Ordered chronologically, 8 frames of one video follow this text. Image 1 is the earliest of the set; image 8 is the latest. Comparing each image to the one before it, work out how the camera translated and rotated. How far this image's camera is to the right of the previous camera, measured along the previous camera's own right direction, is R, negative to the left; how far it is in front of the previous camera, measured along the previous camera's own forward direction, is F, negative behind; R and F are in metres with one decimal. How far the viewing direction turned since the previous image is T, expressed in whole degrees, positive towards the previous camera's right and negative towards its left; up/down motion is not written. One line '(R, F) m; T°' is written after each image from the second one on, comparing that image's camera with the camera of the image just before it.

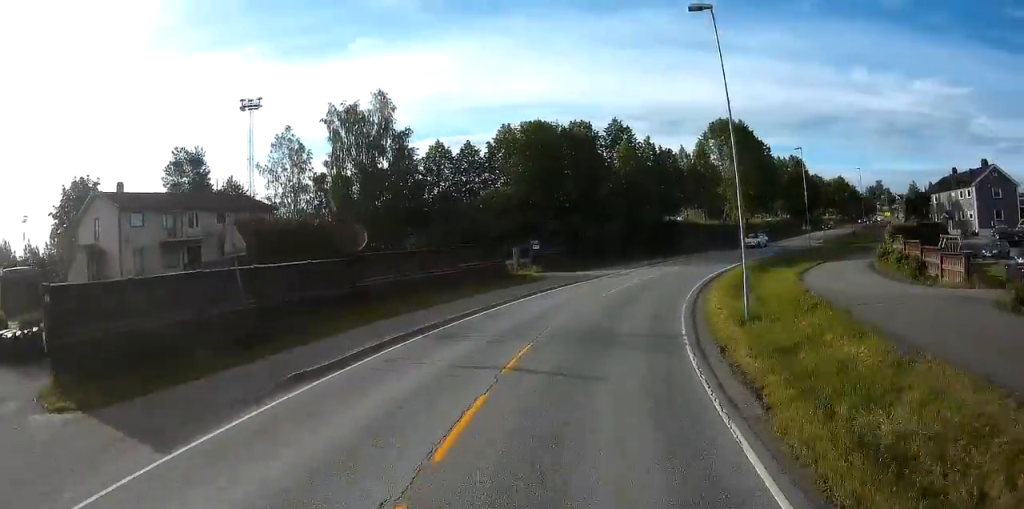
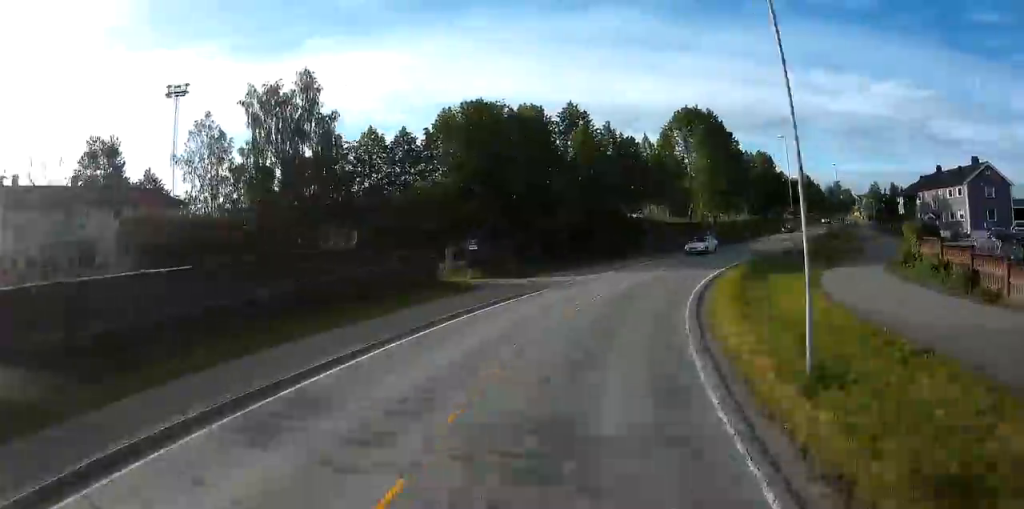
(+0.3, +7.3) m; +5°
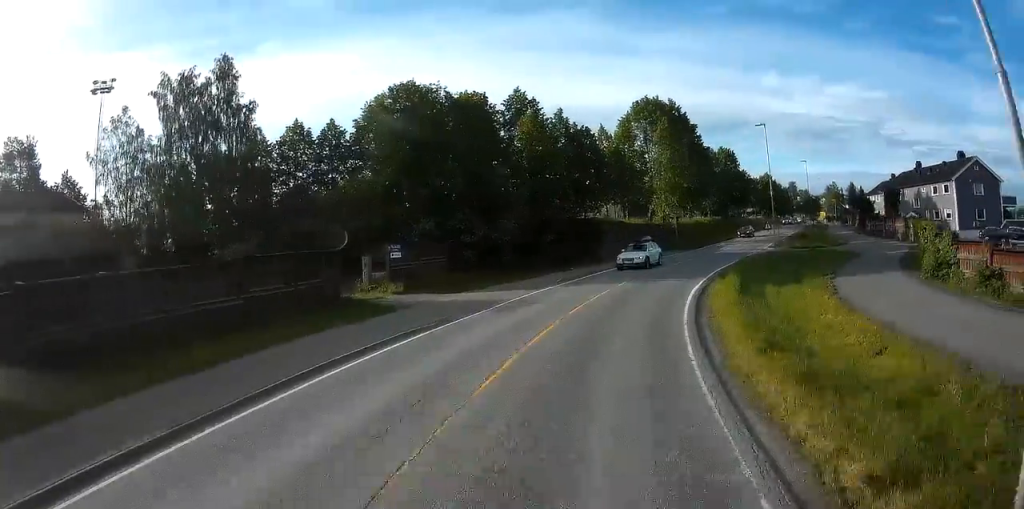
(+0.1, +6.2) m; +4°
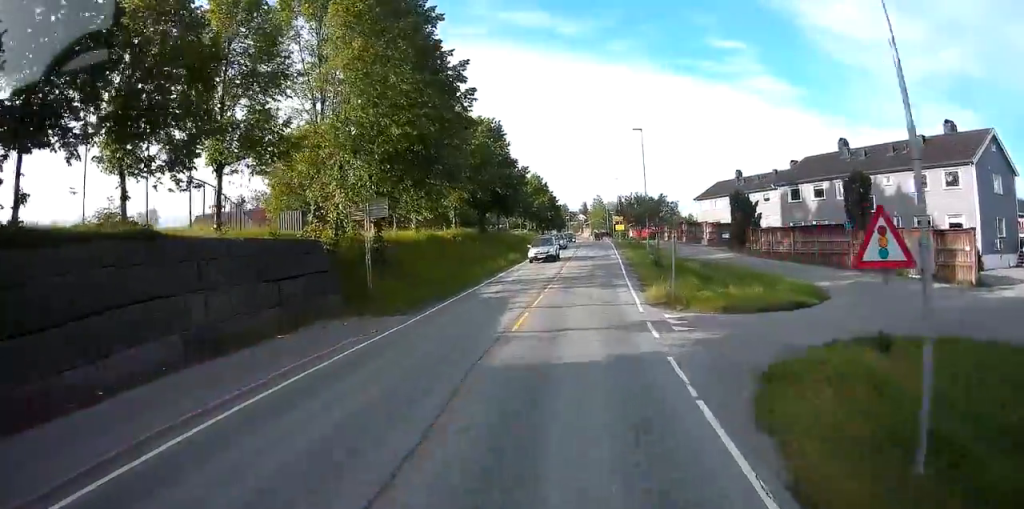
(+9.6, +36.3) m; +26°
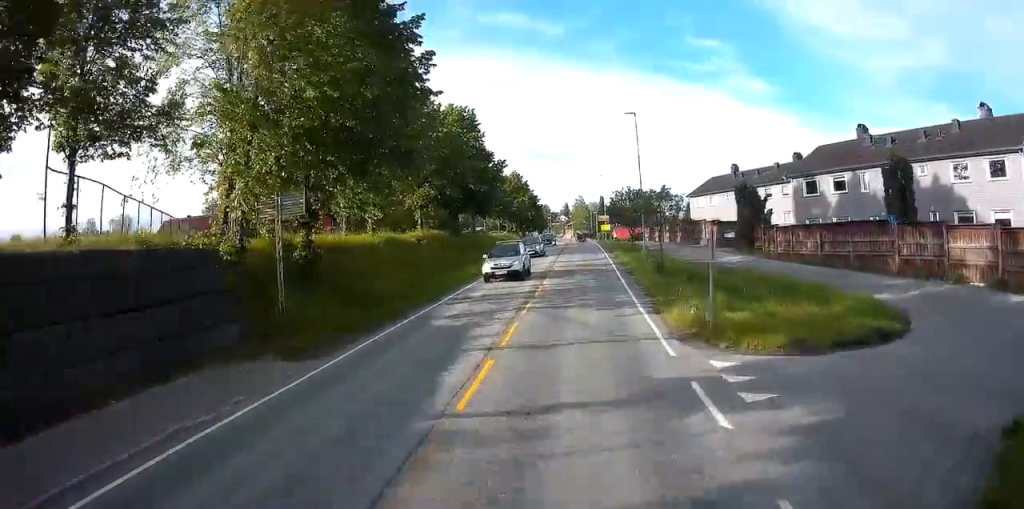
(+0.2, +6.5) m; +2°
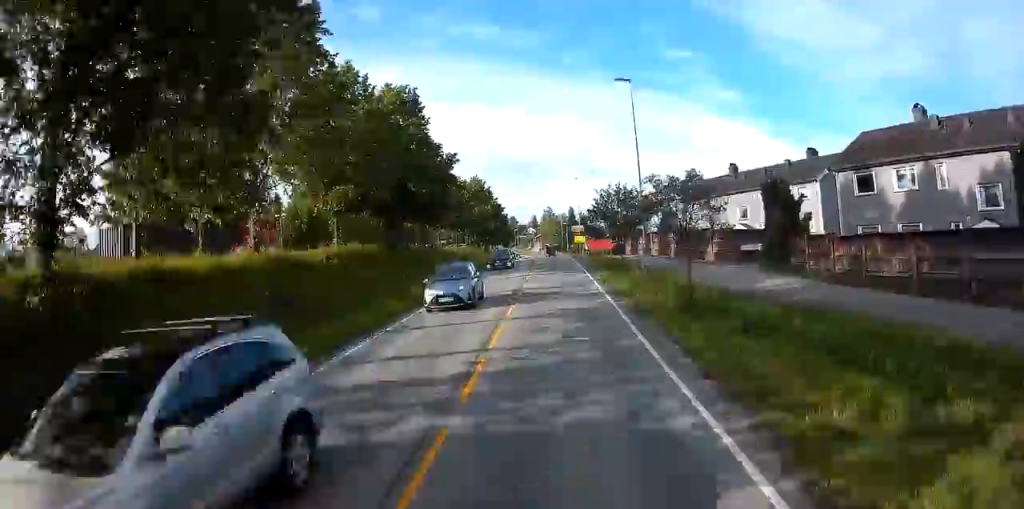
(+0.4, +11.6) m; +3°
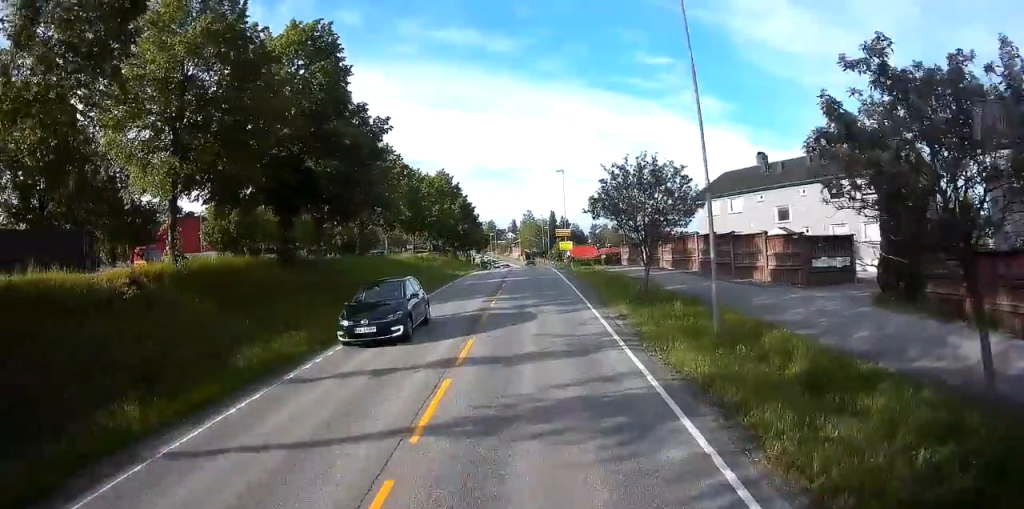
(+0.3, +13.6) m; +1°
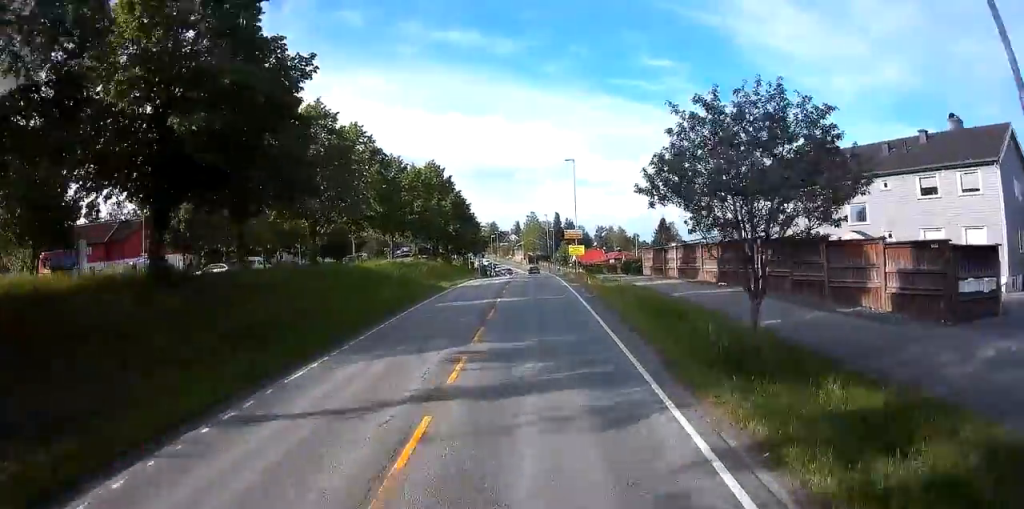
(0.0, +10.2) m; 0°
